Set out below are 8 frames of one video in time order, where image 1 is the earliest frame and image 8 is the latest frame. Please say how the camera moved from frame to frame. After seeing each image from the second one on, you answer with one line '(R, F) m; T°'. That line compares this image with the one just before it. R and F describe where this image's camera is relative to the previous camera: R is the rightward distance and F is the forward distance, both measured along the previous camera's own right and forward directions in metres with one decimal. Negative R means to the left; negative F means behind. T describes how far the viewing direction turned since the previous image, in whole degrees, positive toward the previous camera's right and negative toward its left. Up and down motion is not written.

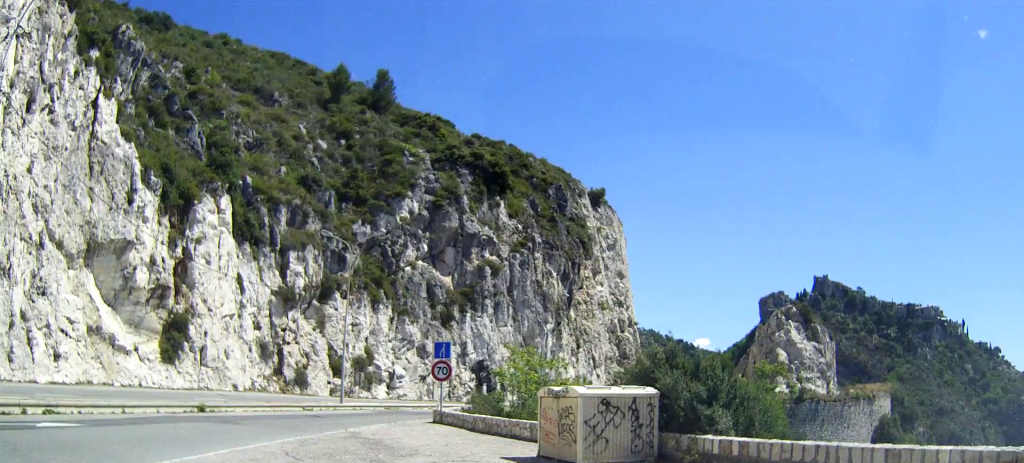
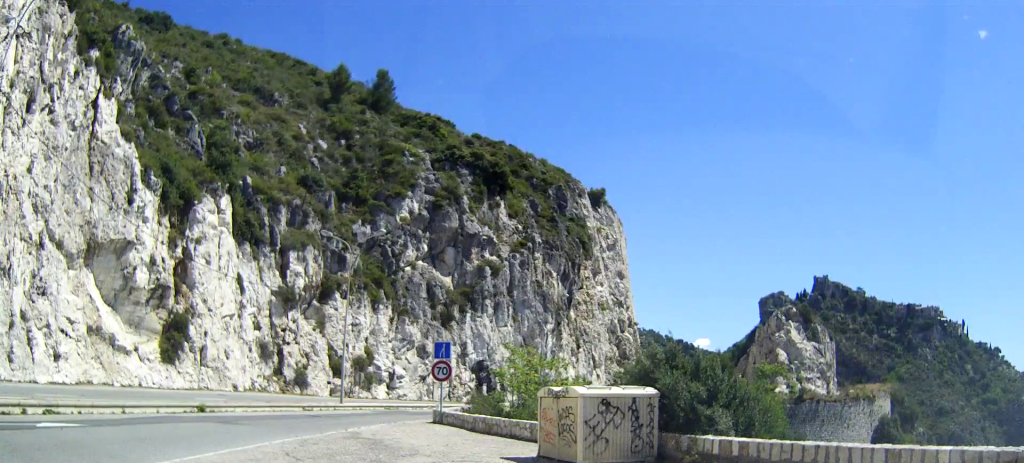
(0.0, 0.0) m; 0°
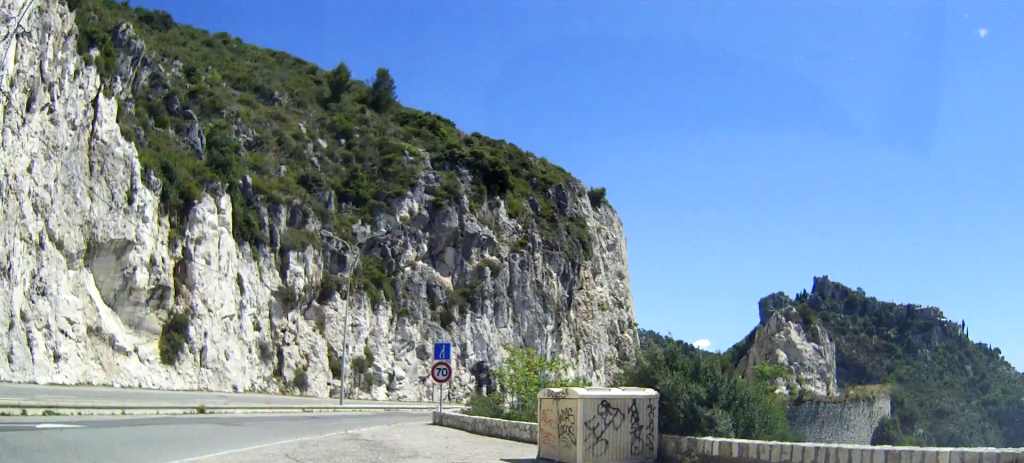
(0.0, 0.0) m; 0°
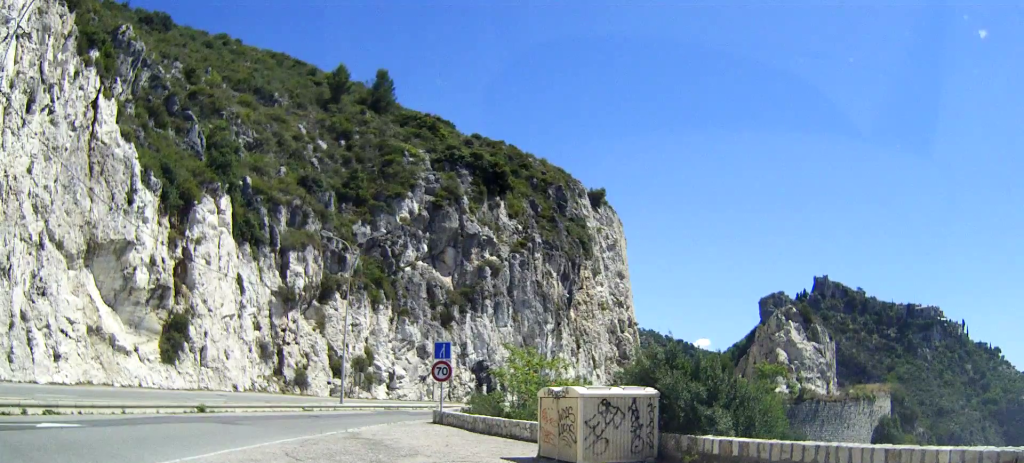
(0.0, 0.0) m; 0°
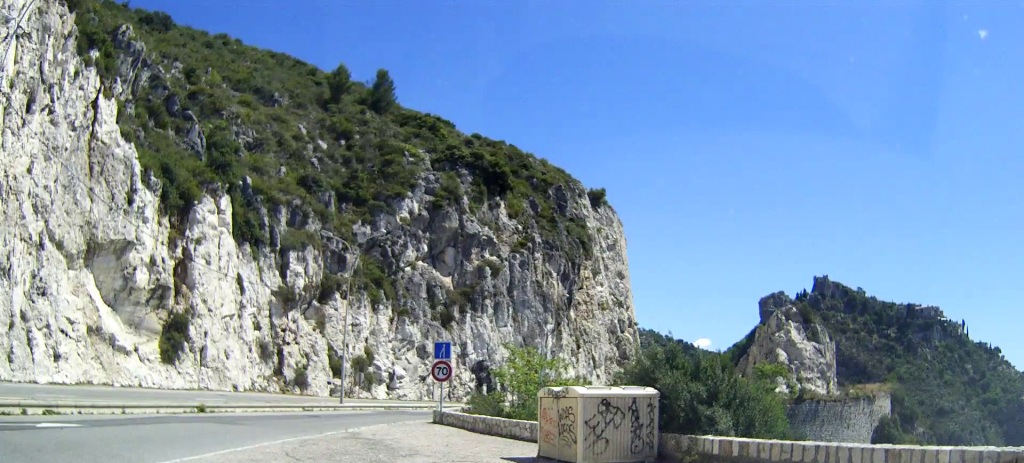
(0.0, 0.0) m; 0°
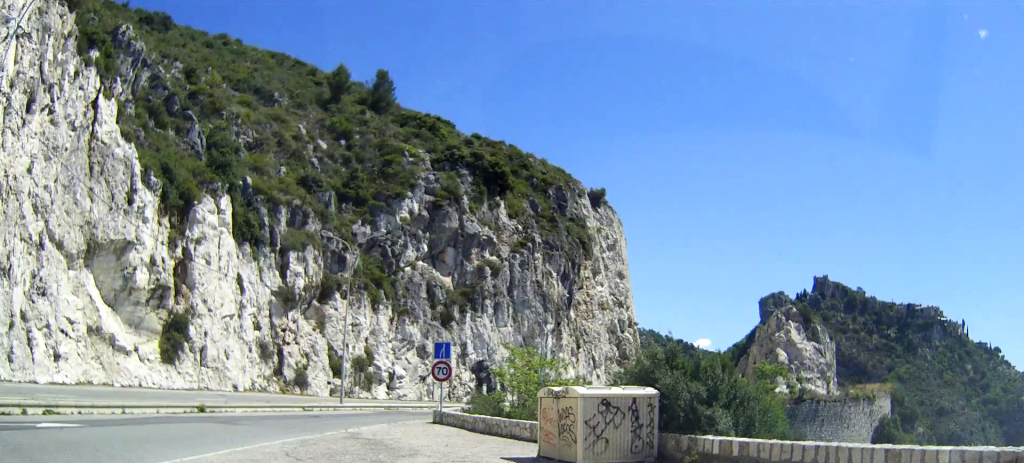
(0.0, 0.0) m; 0°
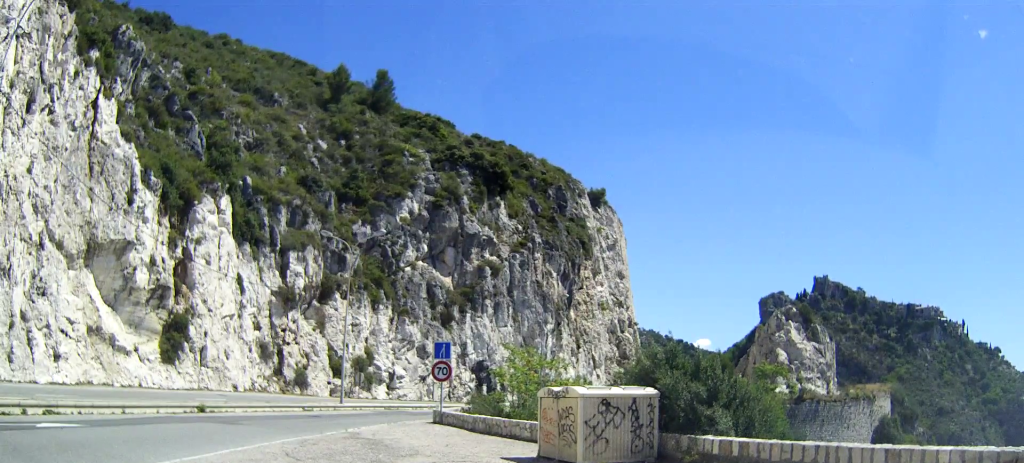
(0.0, 0.0) m; 0°
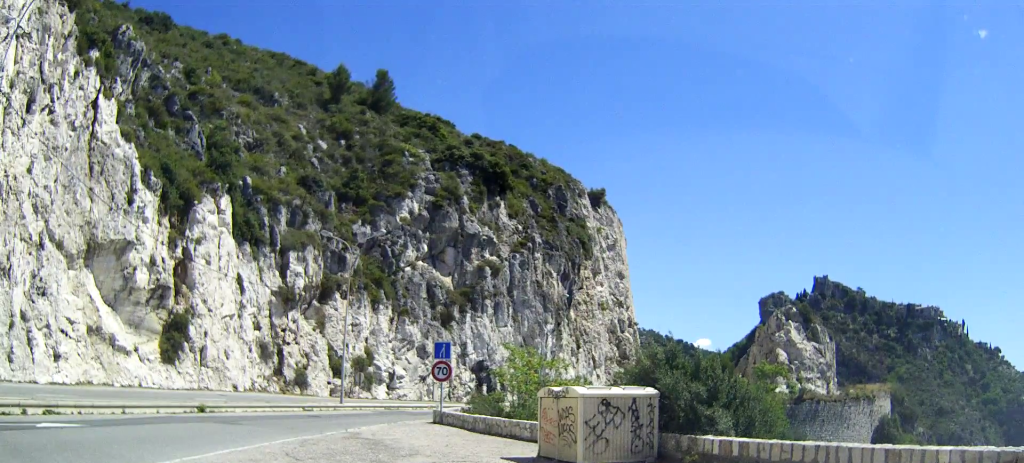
(0.0, 0.0) m; 0°
